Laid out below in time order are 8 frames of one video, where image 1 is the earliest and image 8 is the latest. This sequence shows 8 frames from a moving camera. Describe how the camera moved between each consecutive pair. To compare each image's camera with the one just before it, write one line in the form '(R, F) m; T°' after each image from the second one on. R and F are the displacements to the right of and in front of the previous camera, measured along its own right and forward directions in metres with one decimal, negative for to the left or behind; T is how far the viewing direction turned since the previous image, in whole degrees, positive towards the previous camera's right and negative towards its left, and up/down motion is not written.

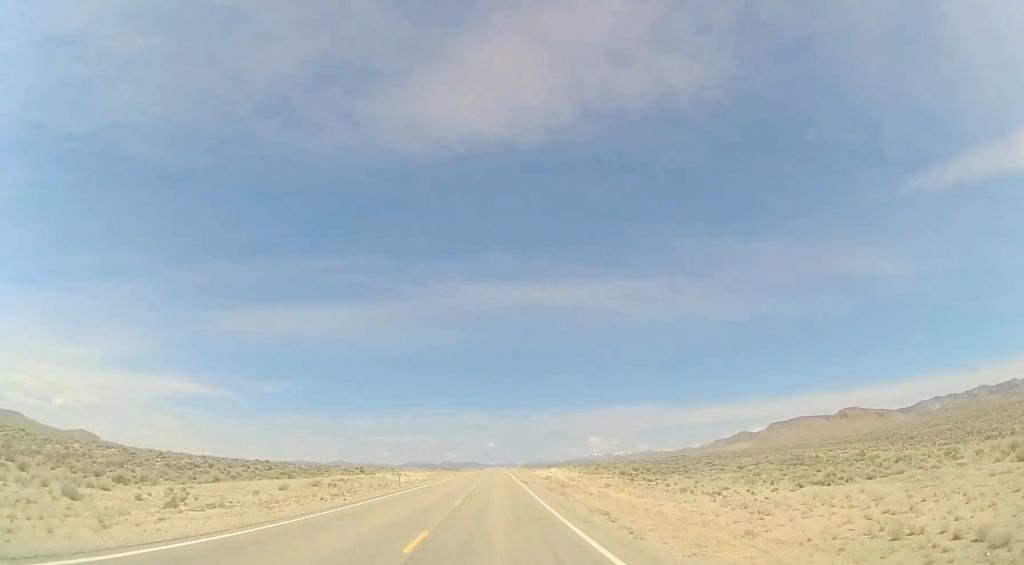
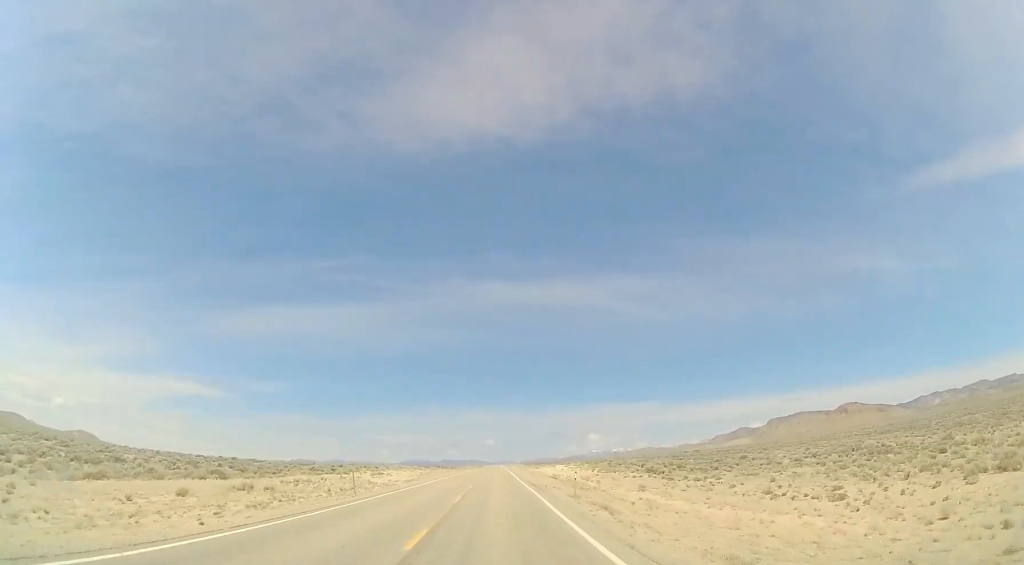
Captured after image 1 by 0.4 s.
(0.0, +12.2) m; 0°
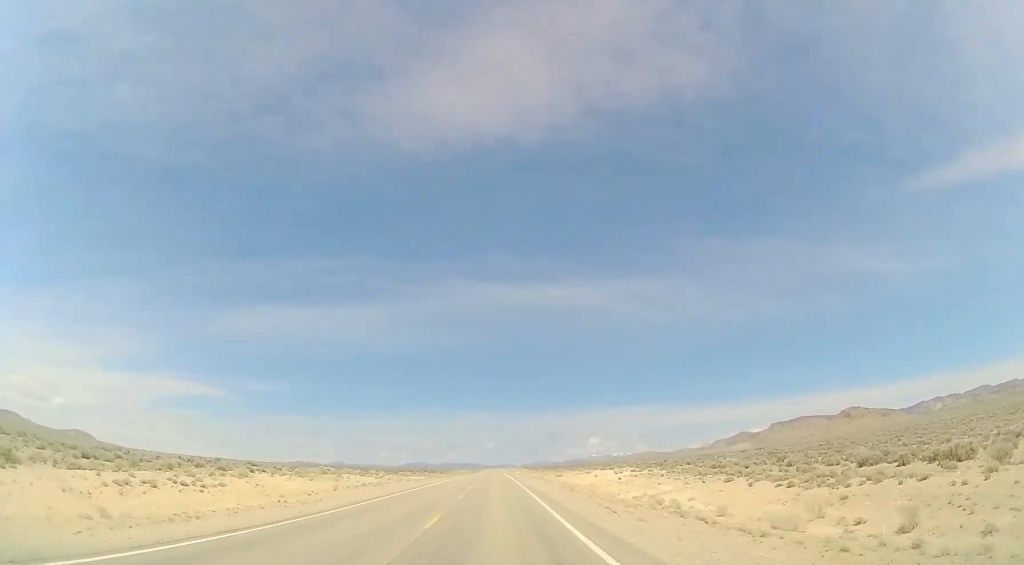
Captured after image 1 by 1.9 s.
(-0.2, +44.9) m; +1°
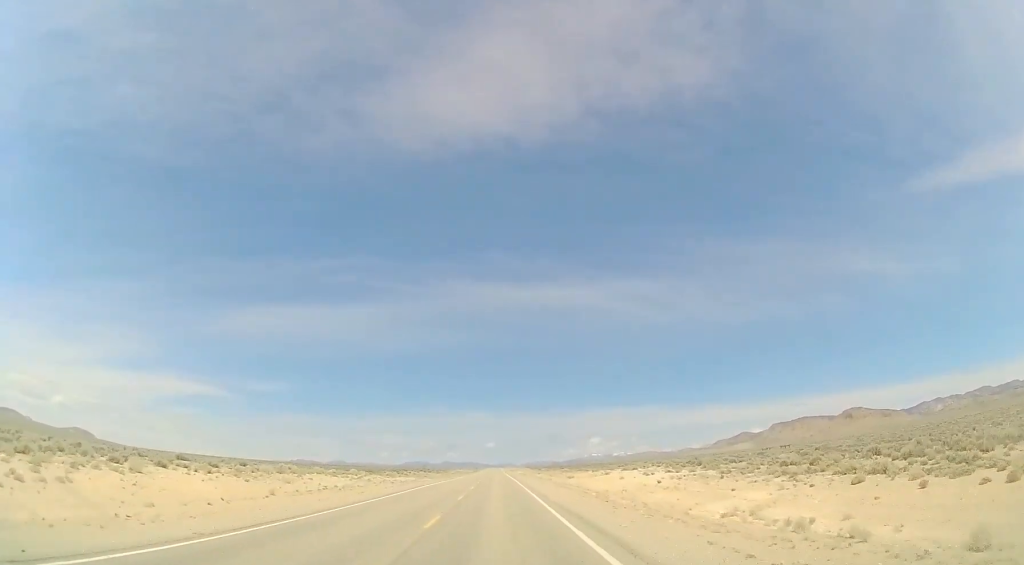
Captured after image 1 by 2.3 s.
(+0.2, +12.3) m; 0°
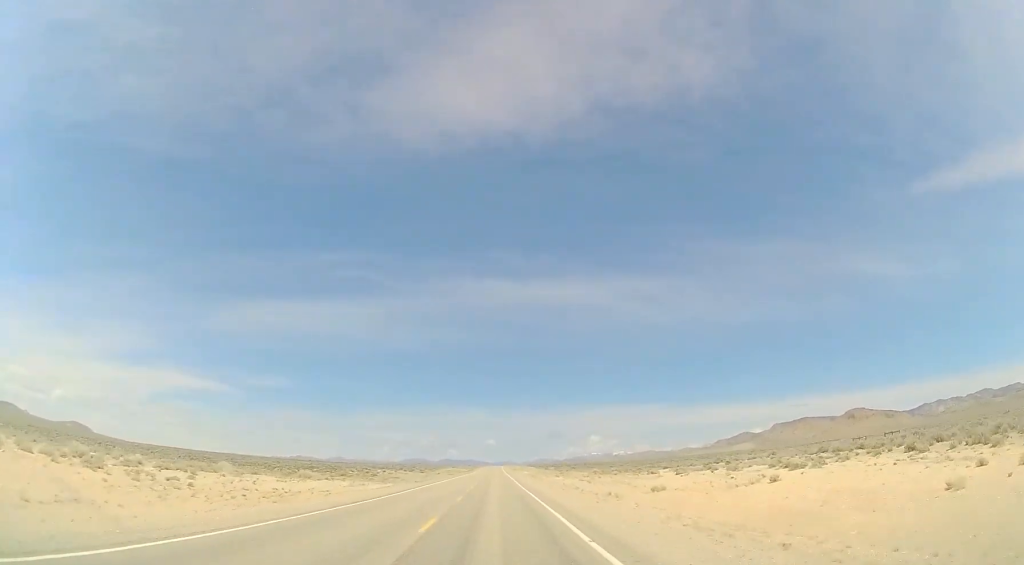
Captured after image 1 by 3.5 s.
(-0.1, +37.8) m; 0°
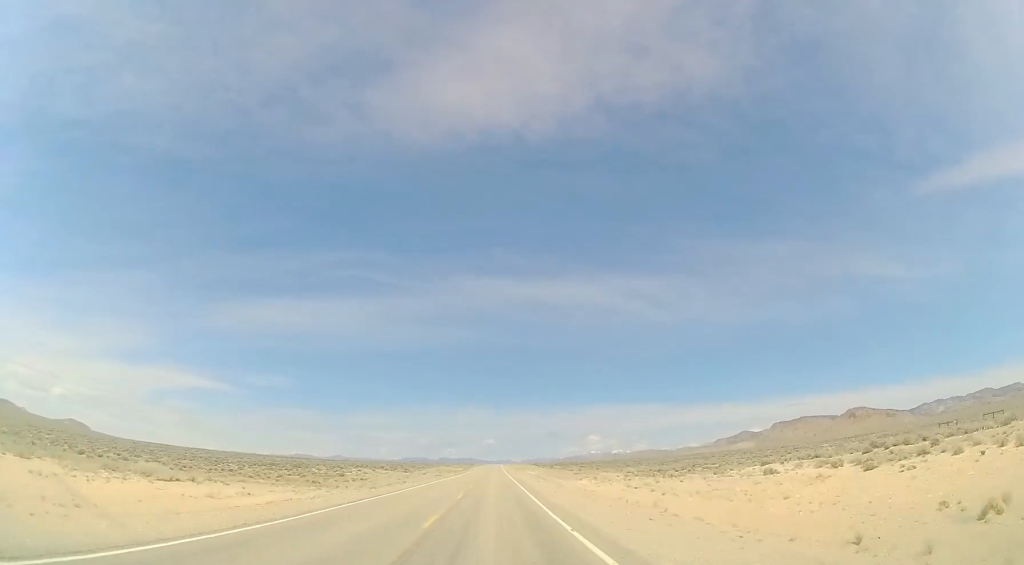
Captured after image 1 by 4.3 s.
(-0.1, +23.5) m; 0°
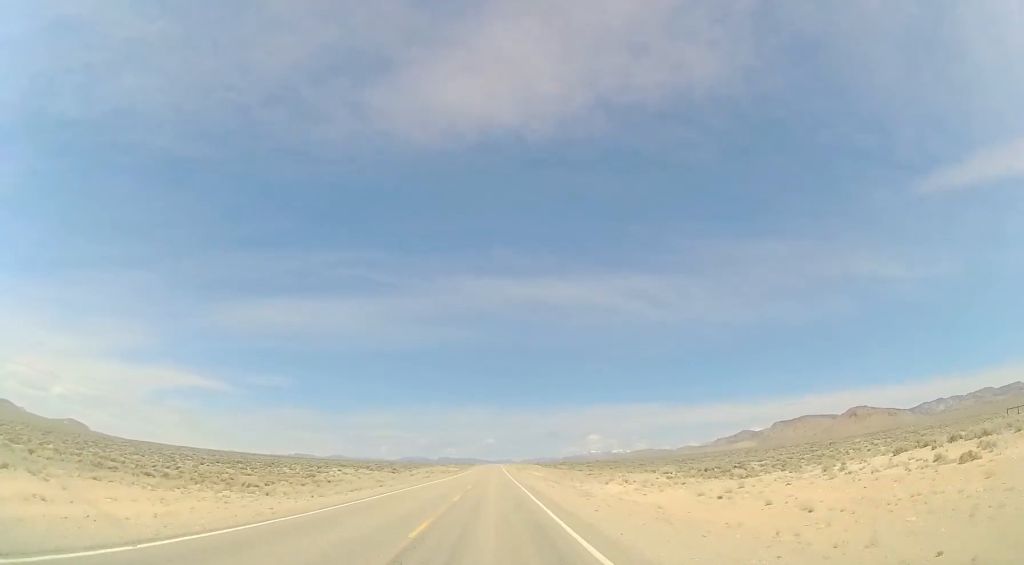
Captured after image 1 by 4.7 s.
(+0.4, +14.3) m; 0°
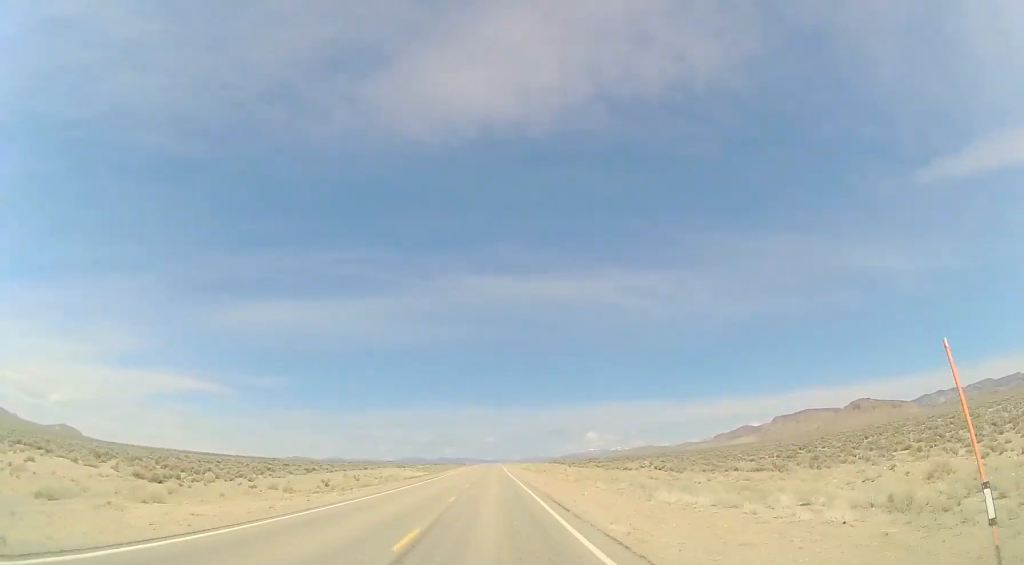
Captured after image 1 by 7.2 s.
(-1.6, +76.2) m; -1°
